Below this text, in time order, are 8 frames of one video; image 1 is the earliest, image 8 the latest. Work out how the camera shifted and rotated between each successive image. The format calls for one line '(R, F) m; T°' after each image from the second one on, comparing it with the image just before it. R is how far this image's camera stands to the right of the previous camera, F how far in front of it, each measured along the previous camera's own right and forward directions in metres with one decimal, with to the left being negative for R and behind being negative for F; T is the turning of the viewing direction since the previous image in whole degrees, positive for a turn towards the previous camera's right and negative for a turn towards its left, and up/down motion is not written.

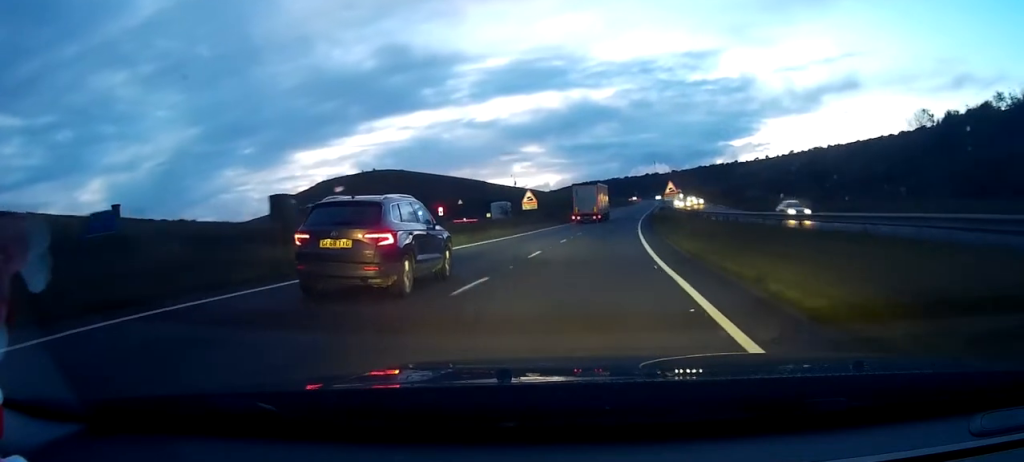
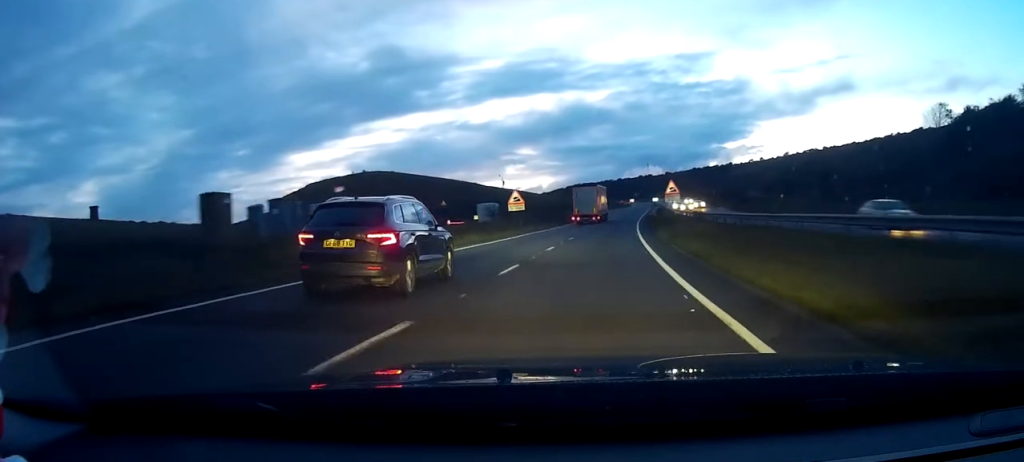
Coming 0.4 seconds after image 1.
(+0.1, +5.1) m; 0°
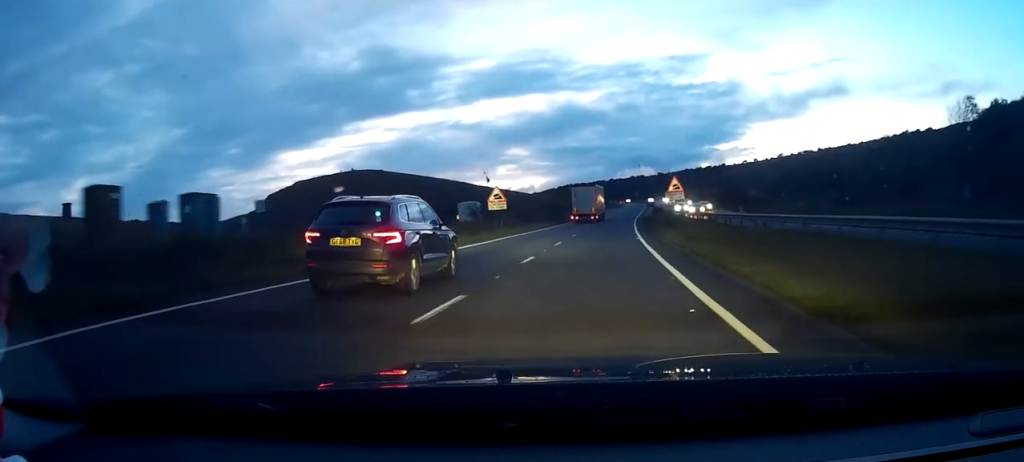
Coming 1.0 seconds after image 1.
(+0.2, +6.2) m; 0°
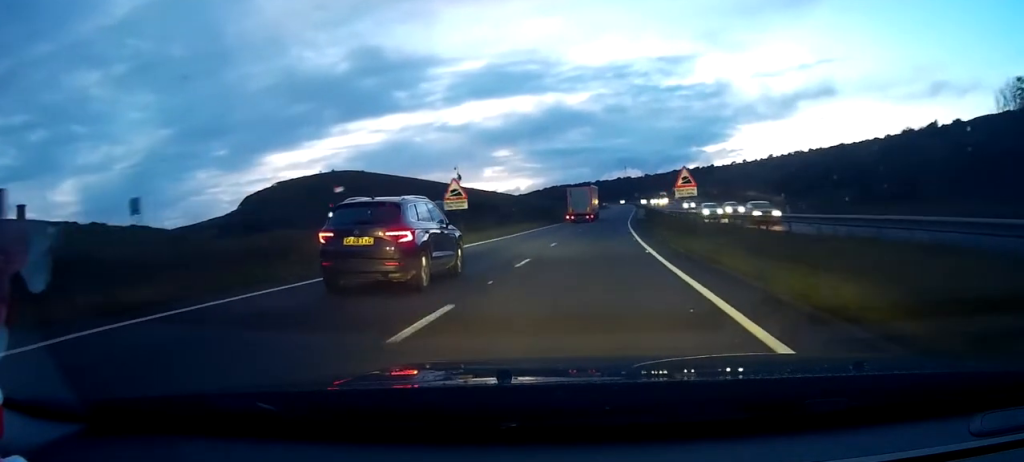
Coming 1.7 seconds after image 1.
(-0.2, +9.7) m; -1°
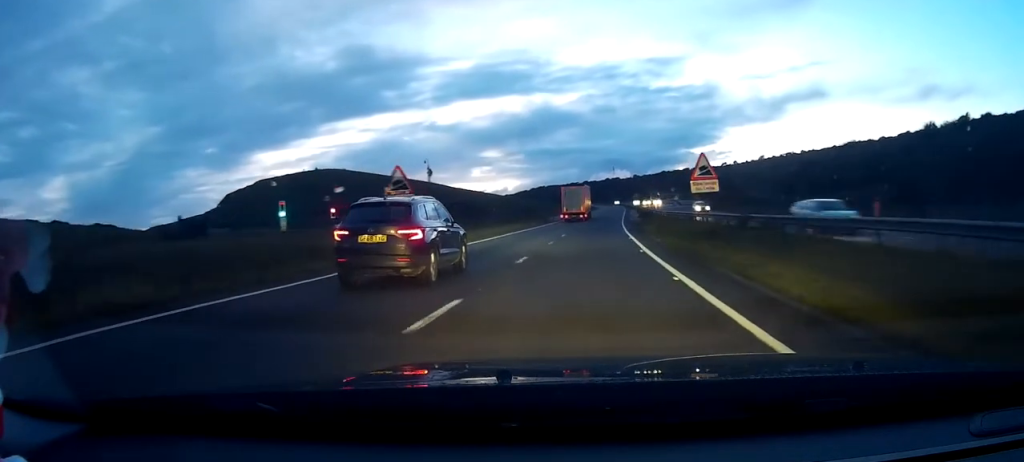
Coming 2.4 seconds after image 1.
(-0.1, +8.6) m; 0°
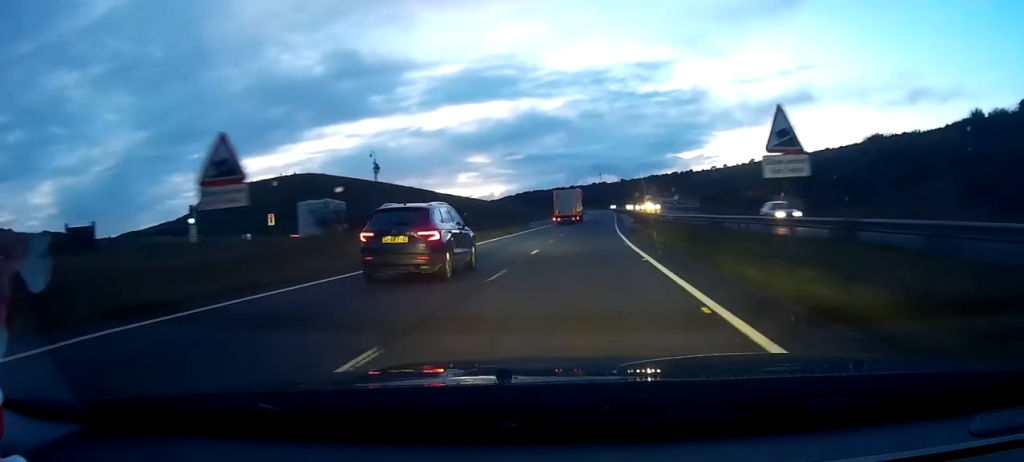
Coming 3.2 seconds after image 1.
(0.0, +12.4) m; +3°
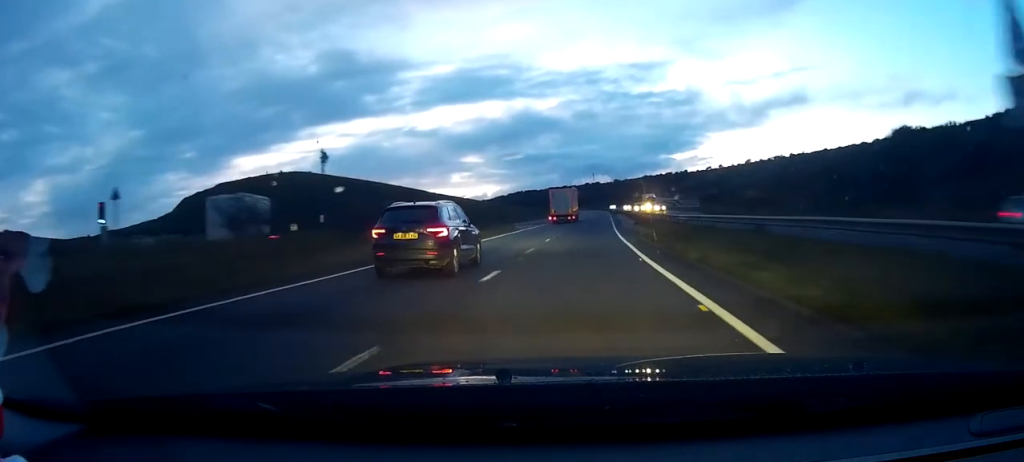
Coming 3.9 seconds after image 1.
(+0.6, +9.5) m; +1°
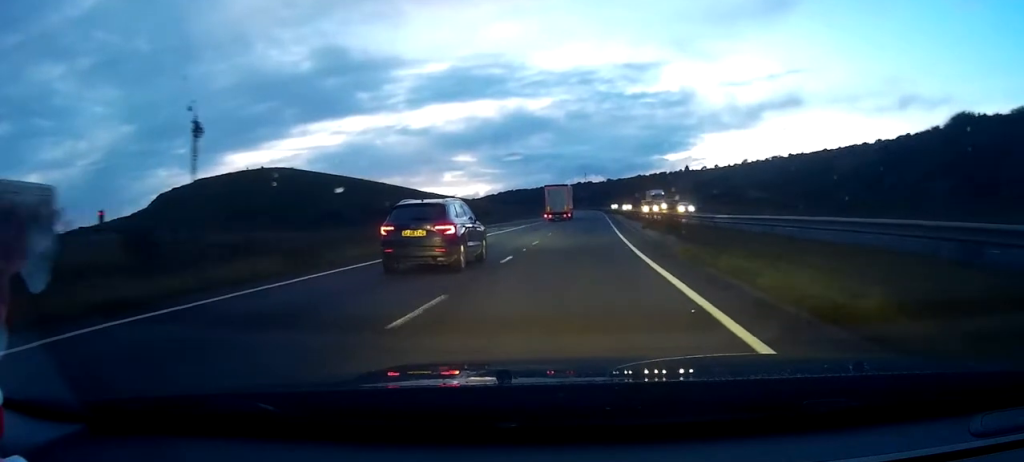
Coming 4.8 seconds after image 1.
(-0.1, +13.9) m; 0°
